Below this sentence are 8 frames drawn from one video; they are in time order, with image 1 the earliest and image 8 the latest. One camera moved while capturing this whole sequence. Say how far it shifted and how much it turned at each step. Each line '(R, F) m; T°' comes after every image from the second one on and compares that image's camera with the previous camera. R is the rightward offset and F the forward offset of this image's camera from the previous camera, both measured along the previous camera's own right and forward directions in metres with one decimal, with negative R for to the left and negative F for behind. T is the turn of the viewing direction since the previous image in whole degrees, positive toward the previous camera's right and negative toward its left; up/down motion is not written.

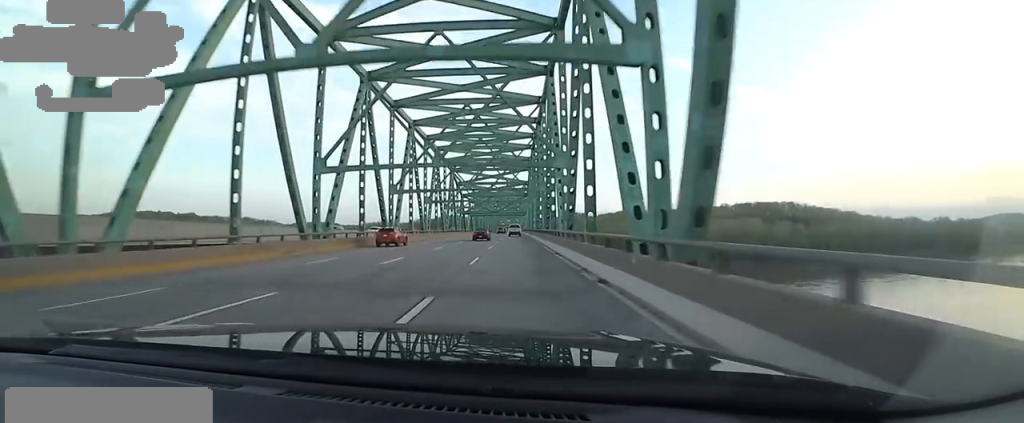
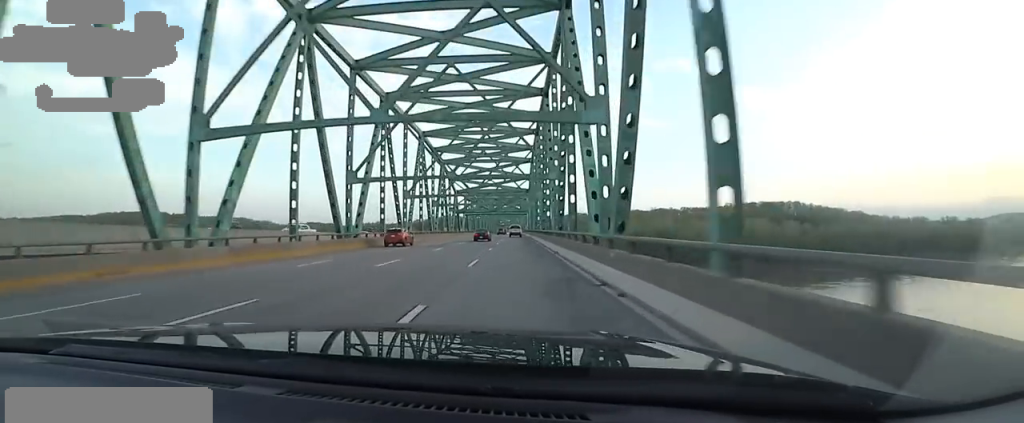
(0.0, +13.6) m; 0°
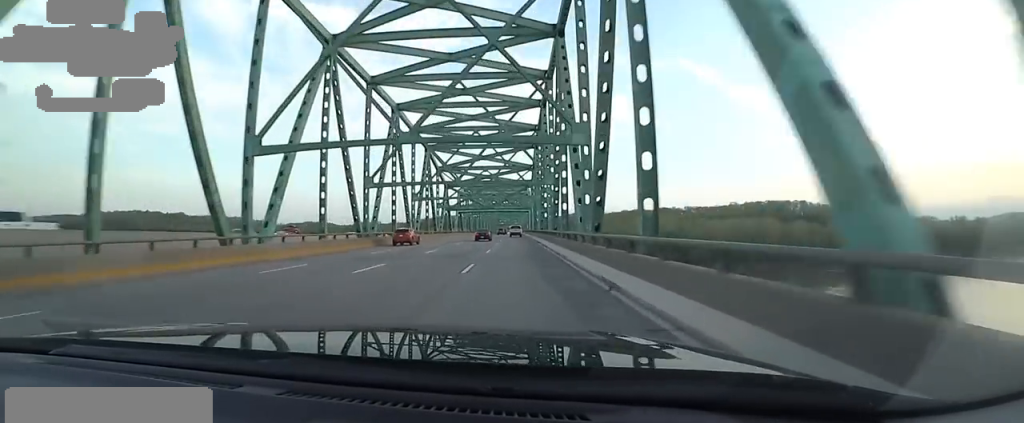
(-0.4, +15.6) m; +1°
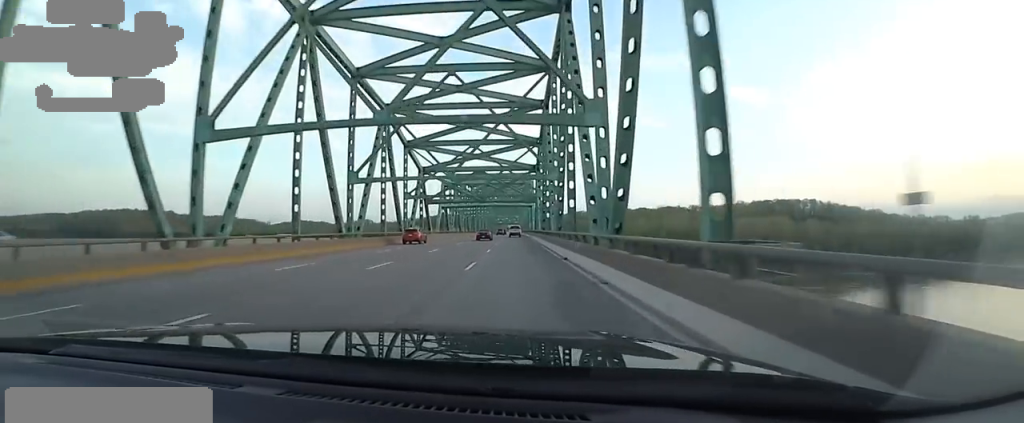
(+0.5, +24.0) m; 0°
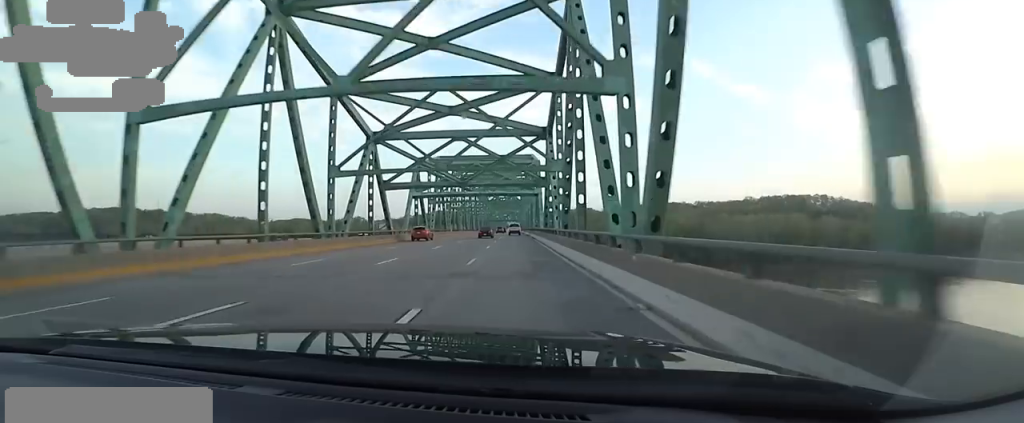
(+0.1, +23.7) m; -1°
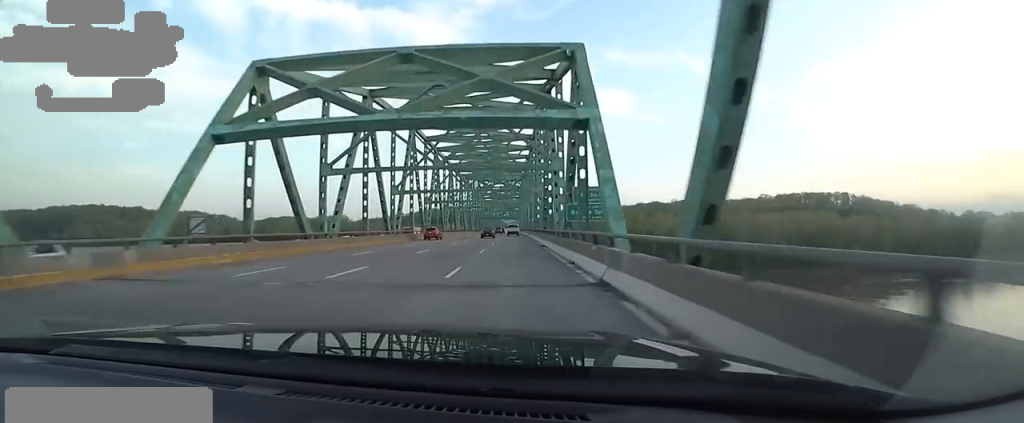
(-1.4, +41.1) m; -1°
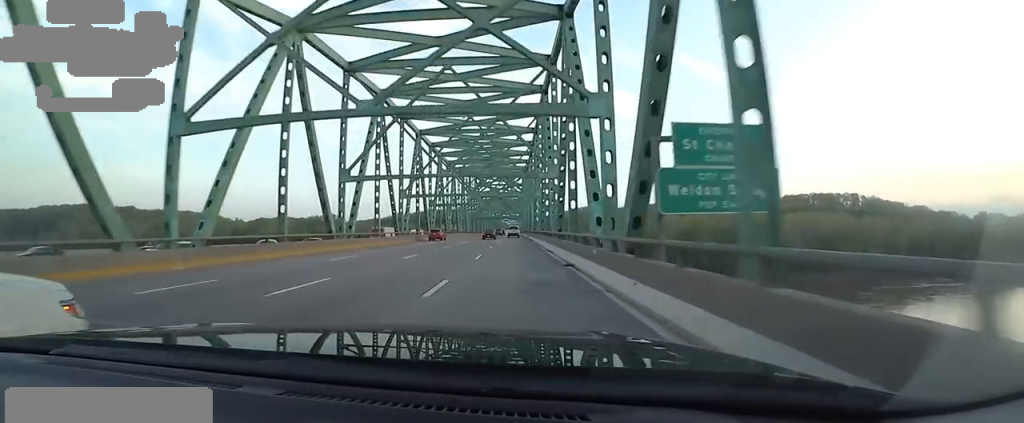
(+0.3, +15.8) m; +1°
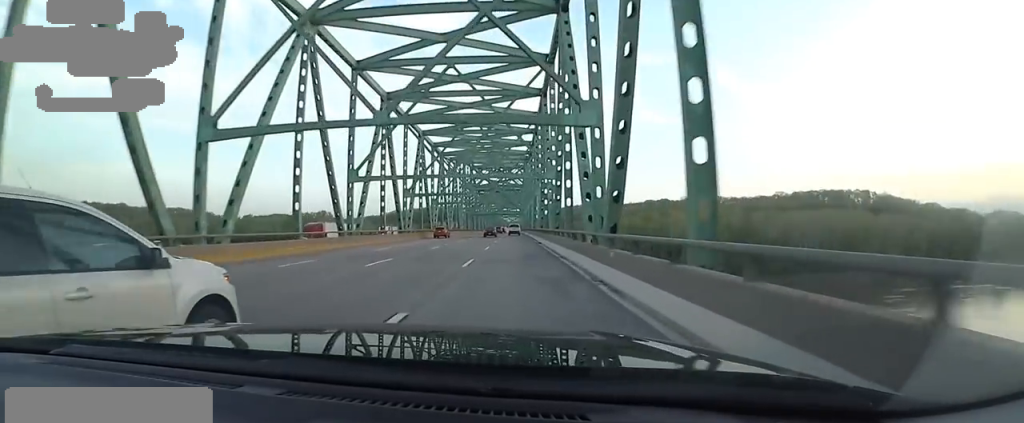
(+0.3, +17.8) m; +1°
